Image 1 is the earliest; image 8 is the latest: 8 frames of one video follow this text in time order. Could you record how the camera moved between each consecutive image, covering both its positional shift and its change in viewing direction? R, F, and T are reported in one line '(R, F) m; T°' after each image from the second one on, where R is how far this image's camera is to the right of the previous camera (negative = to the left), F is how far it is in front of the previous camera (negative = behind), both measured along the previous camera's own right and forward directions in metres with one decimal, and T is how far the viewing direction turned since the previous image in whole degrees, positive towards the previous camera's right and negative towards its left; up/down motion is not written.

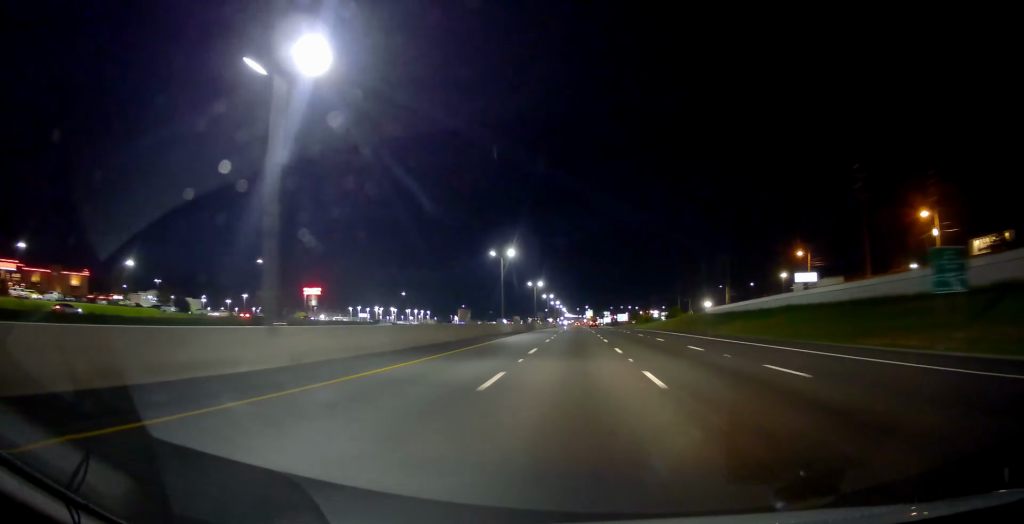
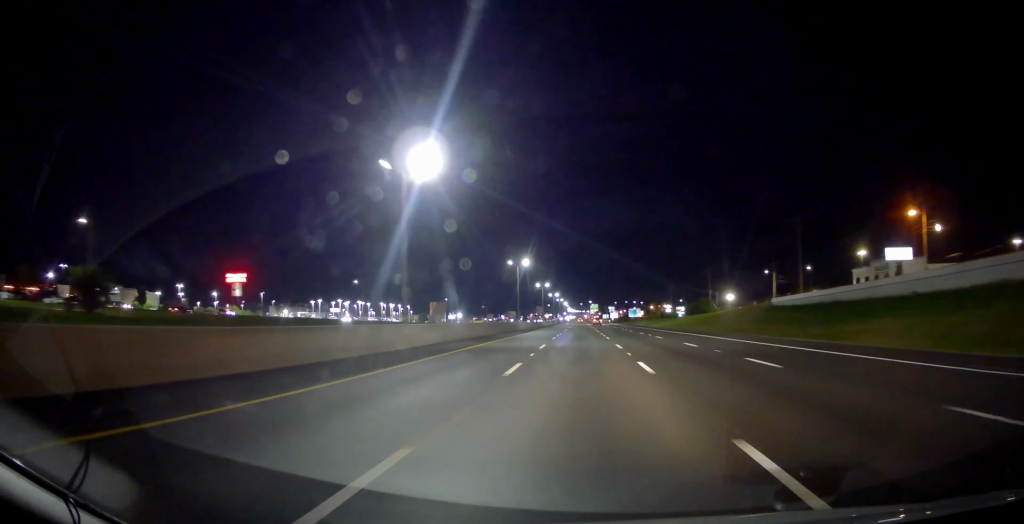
(+0.2, +45.9) m; -1°
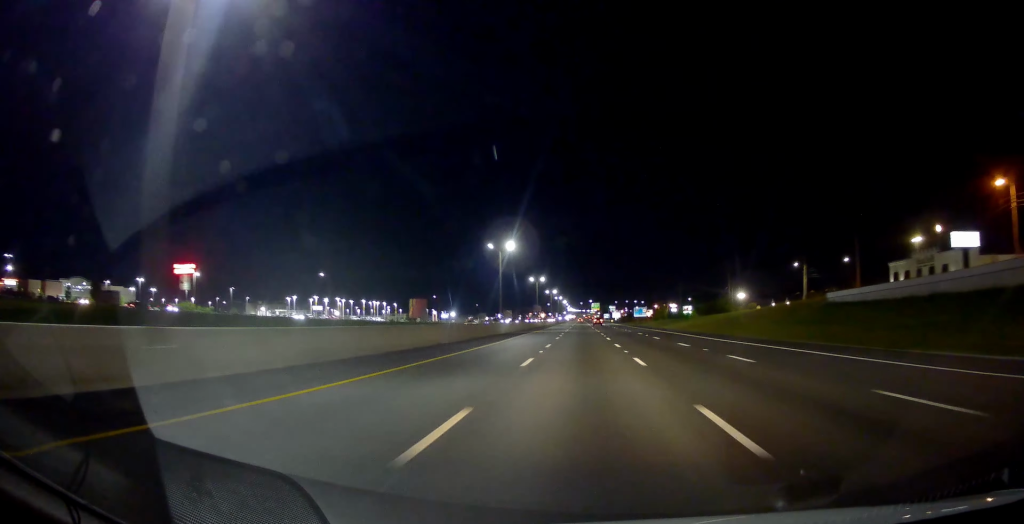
(-0.4, +21.3) m; -1°
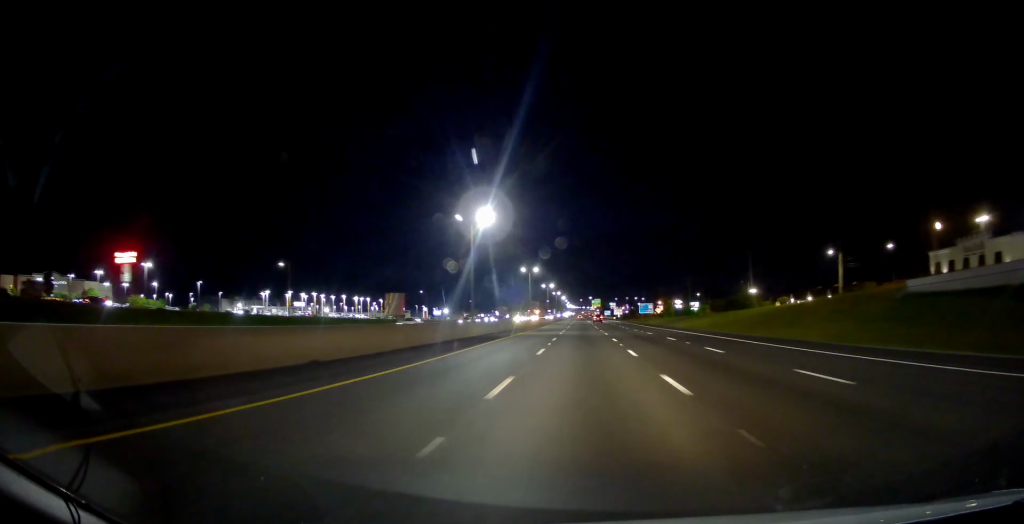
(0.0, +19.3) m; 0°
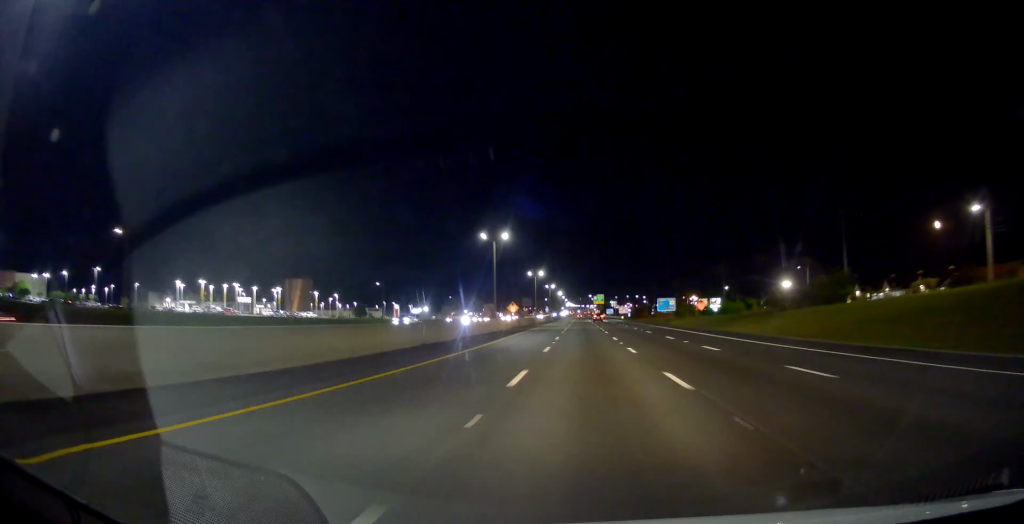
(+0.4, +48.3) m; 0°
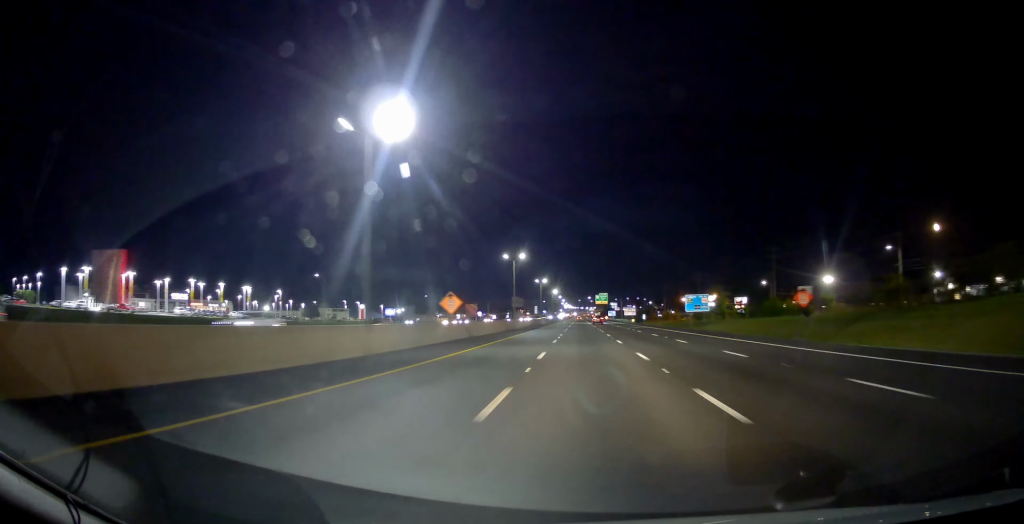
(-0.1, +40.8) m; +1°
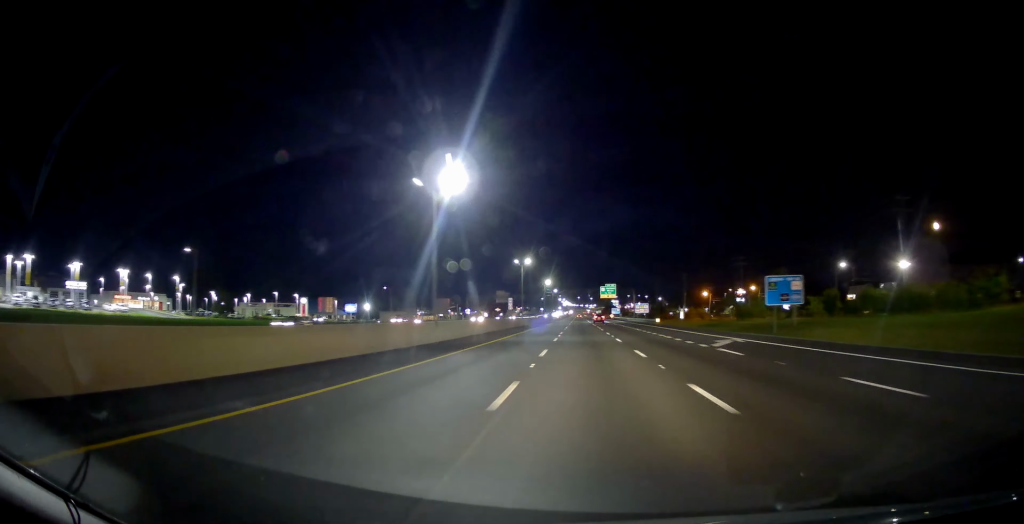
(+0.5, +48.6) m; 0°
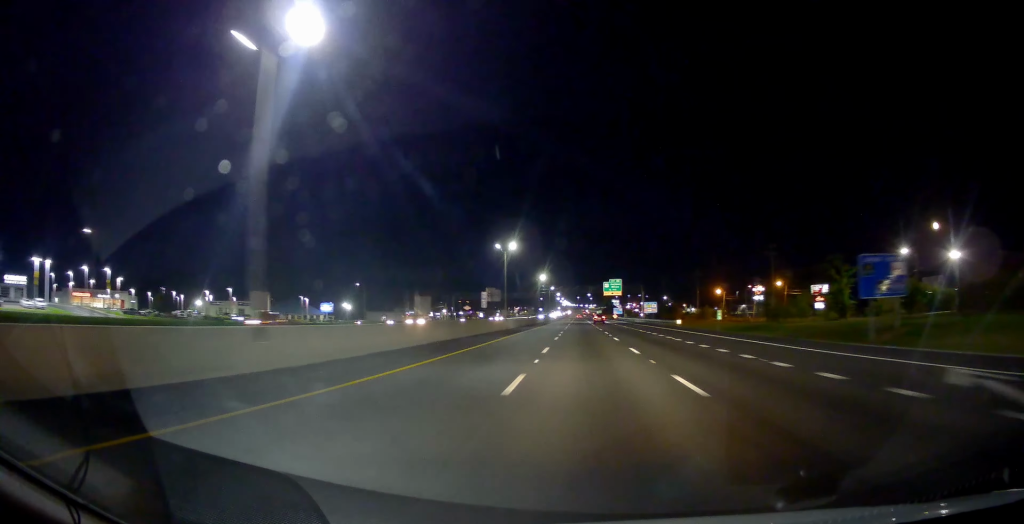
(-0.1, +22.8) m; 0°
